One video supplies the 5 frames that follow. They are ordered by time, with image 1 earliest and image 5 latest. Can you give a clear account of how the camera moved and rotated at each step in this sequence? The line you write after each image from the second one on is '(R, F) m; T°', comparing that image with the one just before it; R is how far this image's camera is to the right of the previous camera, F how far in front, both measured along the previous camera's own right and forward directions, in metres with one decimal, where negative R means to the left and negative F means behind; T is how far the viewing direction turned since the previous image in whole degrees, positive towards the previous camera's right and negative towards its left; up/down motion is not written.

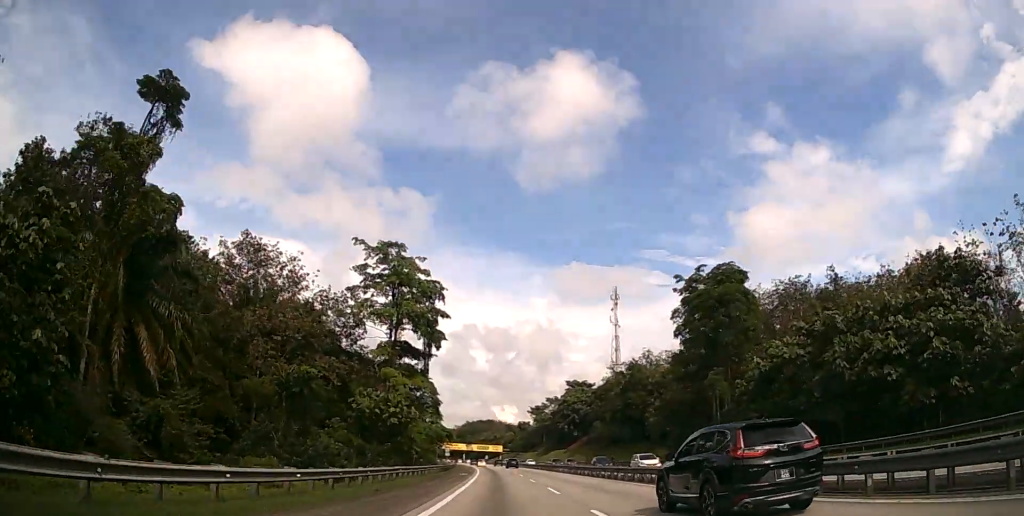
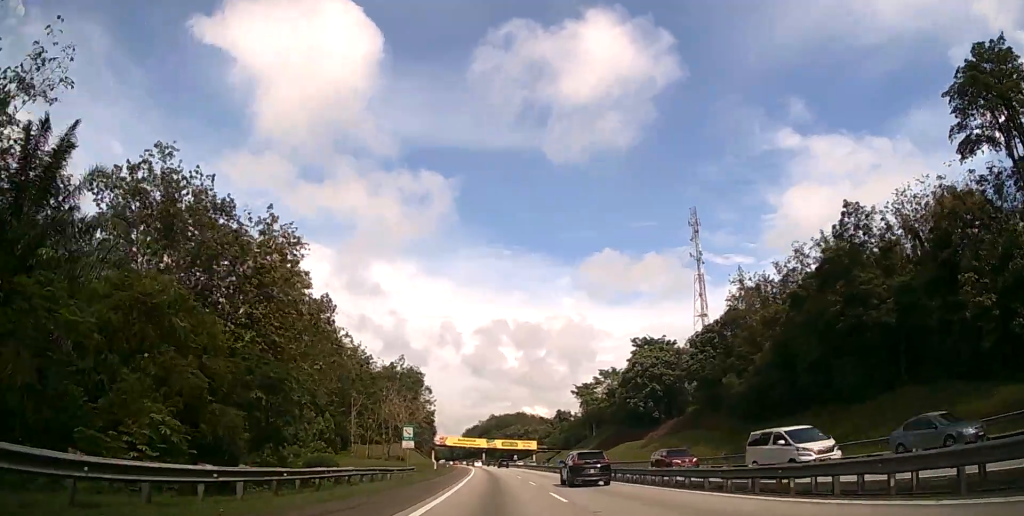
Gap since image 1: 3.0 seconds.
(-2.0, +77.0) m; -3°
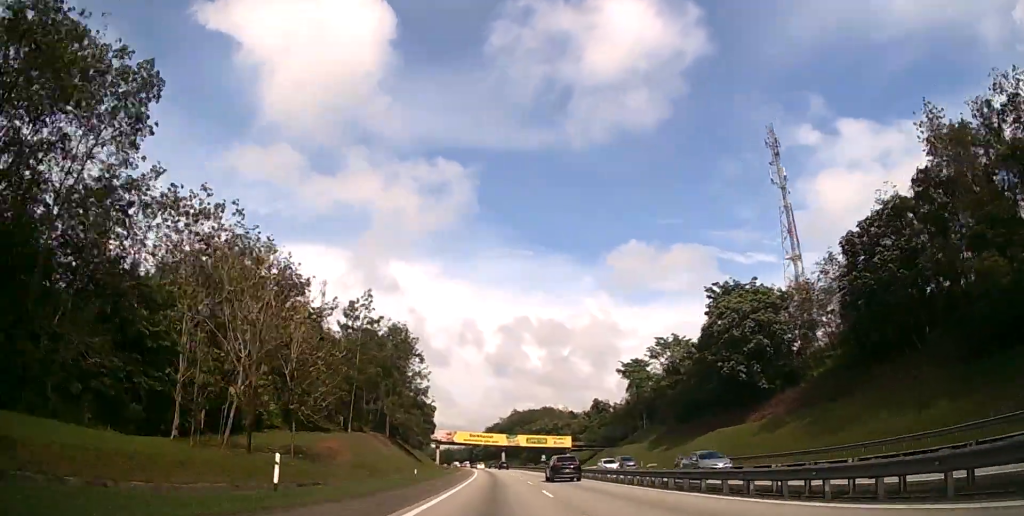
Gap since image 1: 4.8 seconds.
(-1.0, +45.9) m; -3°
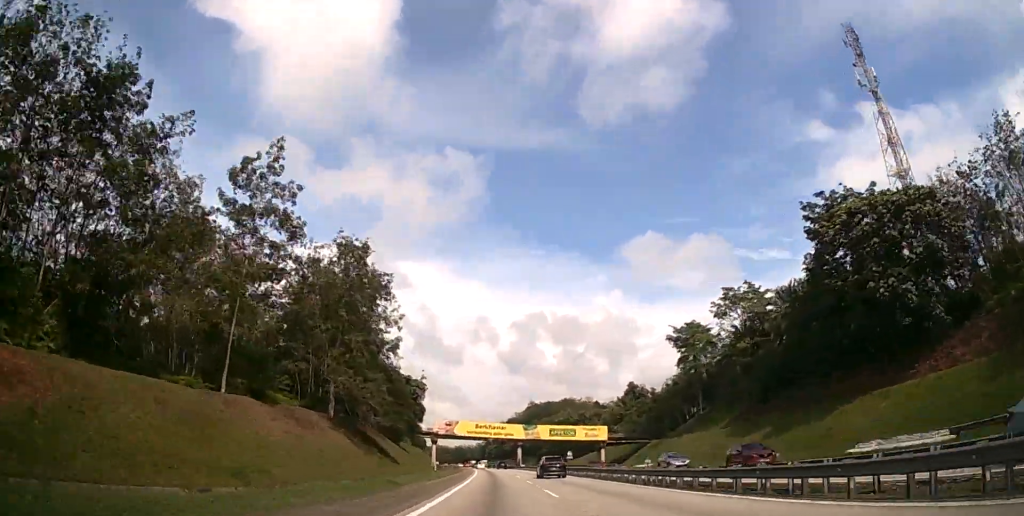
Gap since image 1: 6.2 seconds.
(-0.5, +37.0) m; -2°
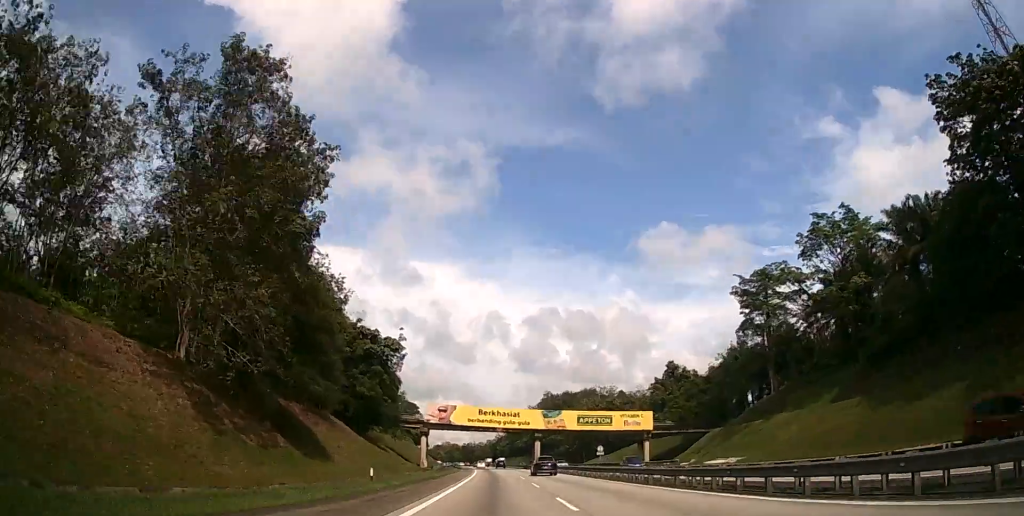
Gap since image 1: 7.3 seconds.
(-0.3, +30.2) m; -1°
